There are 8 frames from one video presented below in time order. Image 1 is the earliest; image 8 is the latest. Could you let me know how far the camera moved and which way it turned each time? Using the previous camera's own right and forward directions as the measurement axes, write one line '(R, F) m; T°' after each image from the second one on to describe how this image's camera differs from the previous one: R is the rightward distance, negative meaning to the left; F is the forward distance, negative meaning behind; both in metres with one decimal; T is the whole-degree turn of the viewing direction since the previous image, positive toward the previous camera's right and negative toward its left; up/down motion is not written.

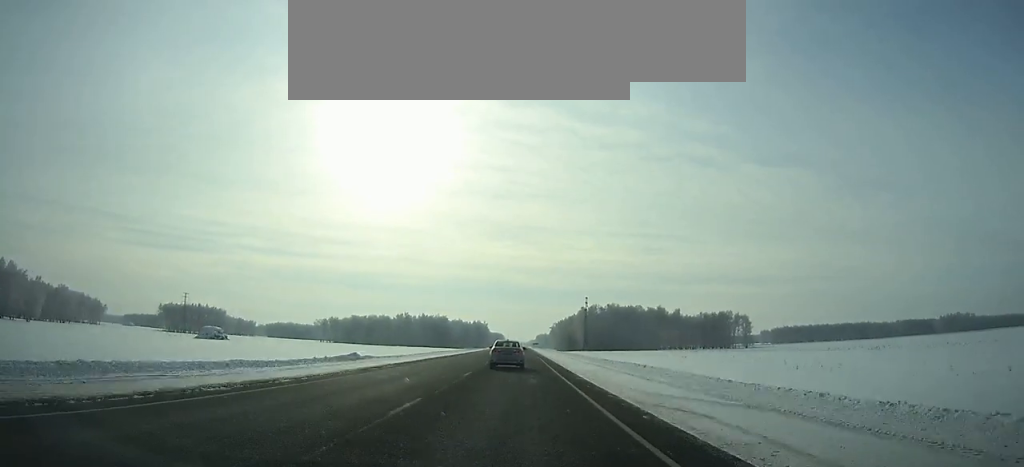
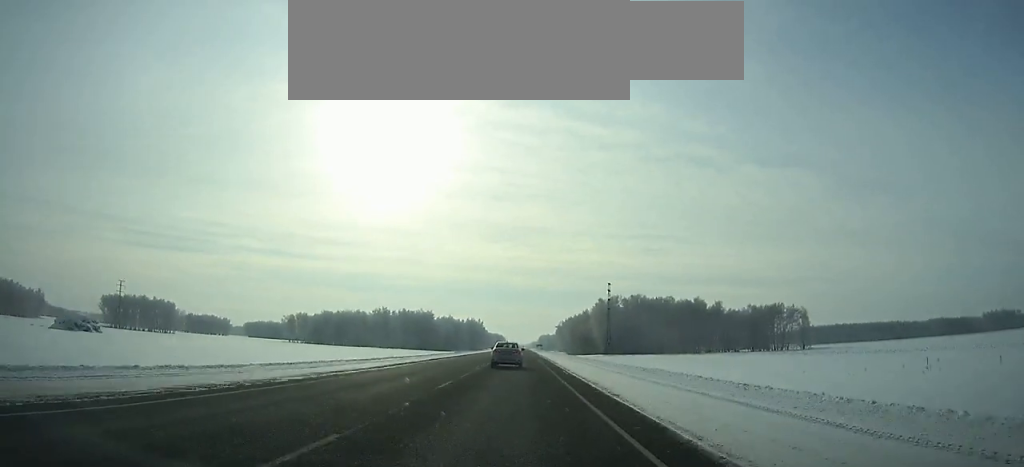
(0.0, +66.0) m; 0°
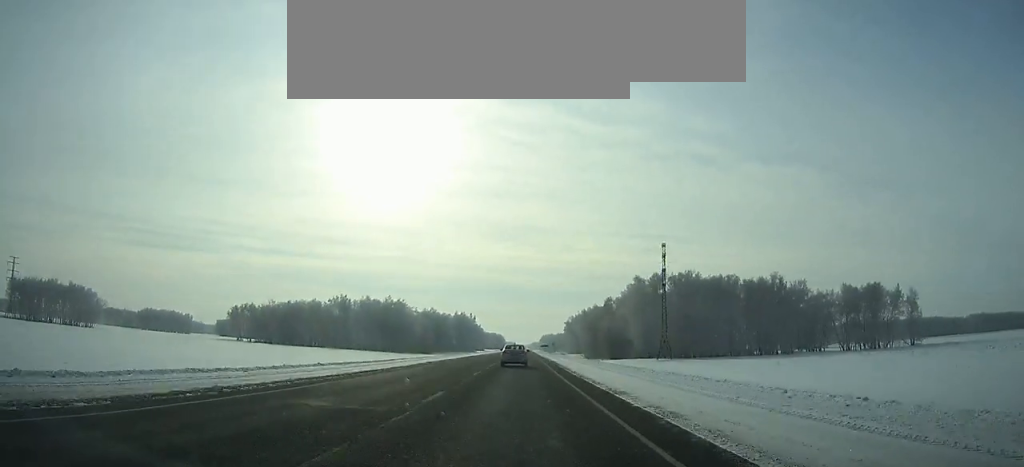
(0.0, +76.9) m; 0°
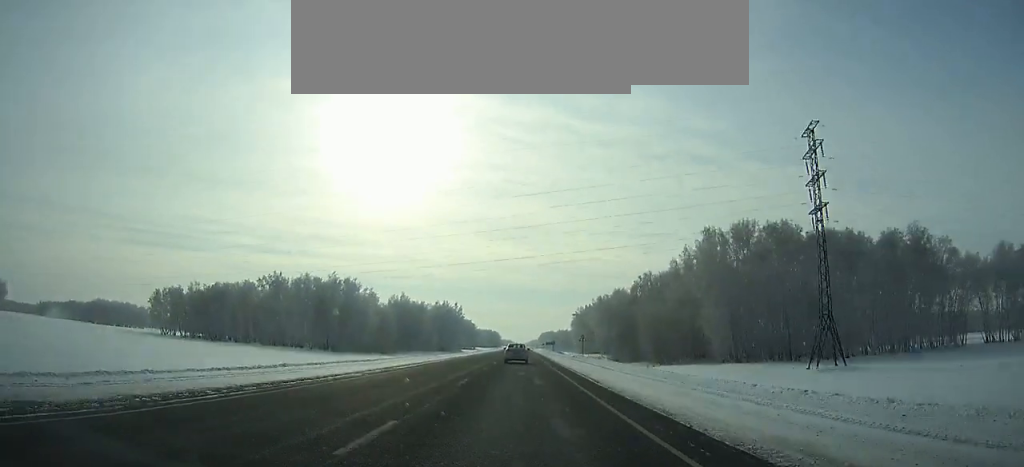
(0.0, +67.7) m; 0°
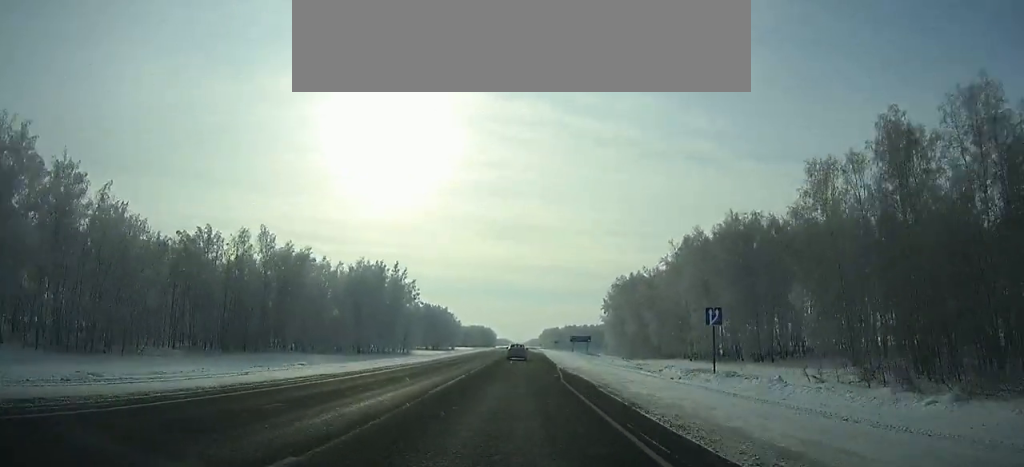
(+0.2, +125.2) m; 0°
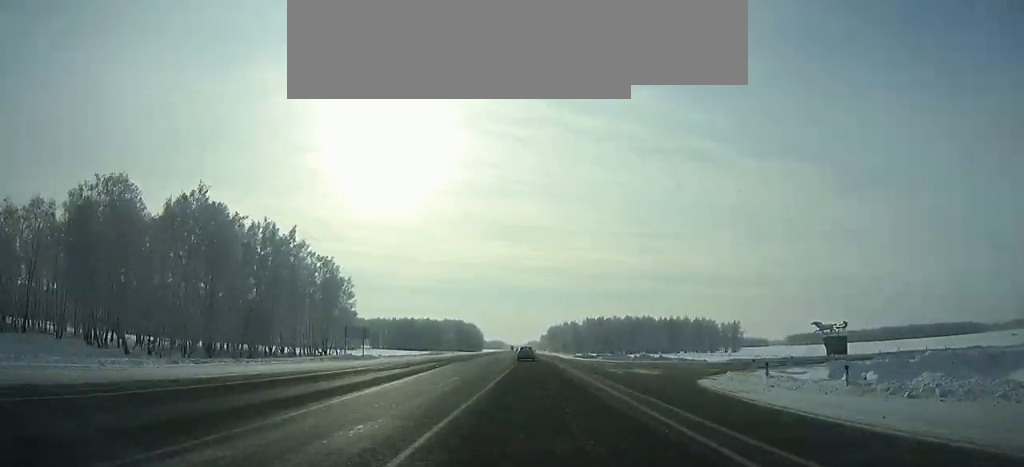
(+0.4, +194.4) m; 0°
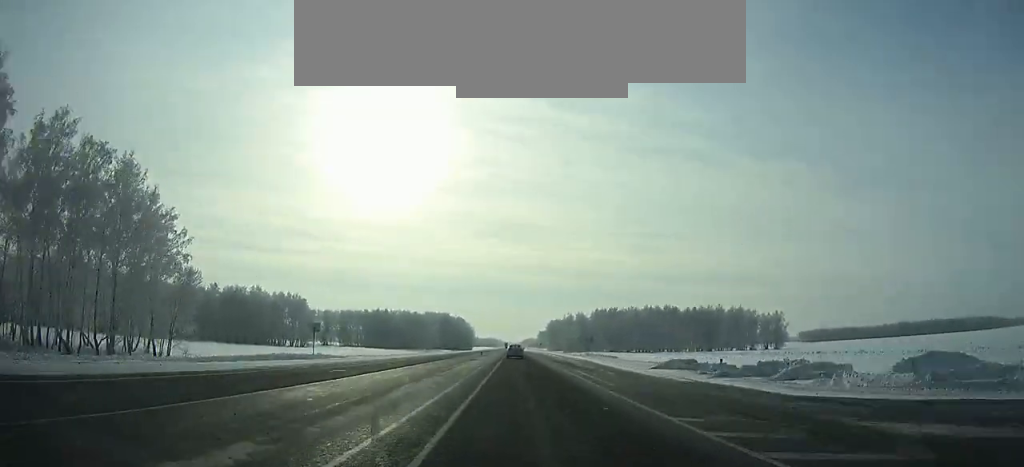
(+0.2, +60.6) m; 0°
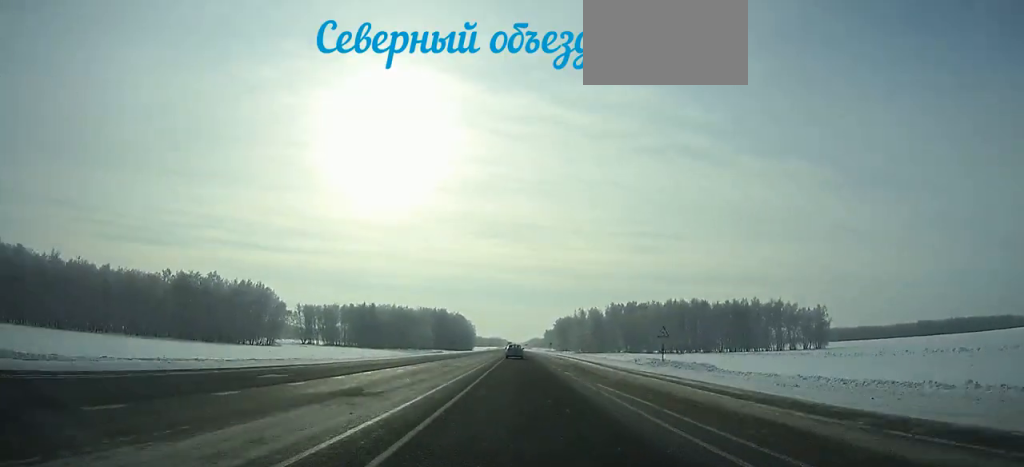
(-0.2, +35.6) m; 0°
